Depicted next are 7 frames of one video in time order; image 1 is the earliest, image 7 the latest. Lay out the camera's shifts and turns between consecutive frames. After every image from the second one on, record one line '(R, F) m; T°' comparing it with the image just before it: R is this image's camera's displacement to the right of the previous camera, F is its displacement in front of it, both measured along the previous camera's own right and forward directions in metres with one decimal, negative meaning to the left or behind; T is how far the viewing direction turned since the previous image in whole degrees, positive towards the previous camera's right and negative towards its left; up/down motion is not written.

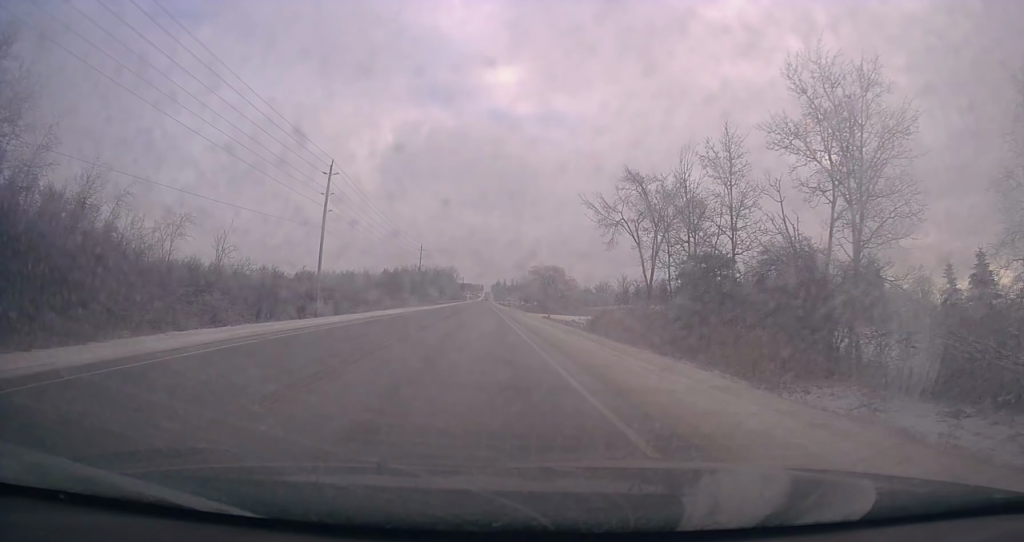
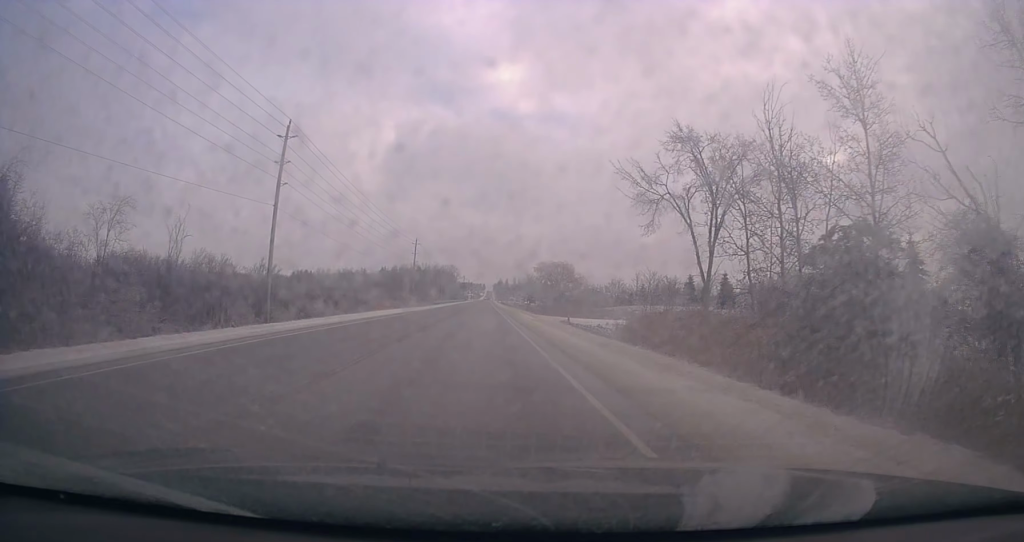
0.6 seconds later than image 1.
(-0.2, +13.5) m; -1°
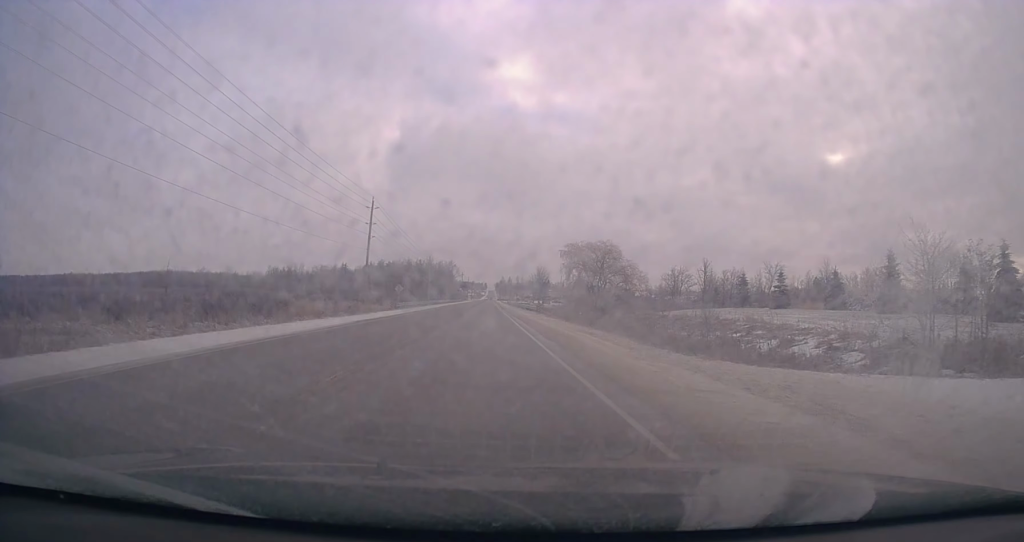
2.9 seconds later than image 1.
(+1.0, +46.6) m; +1°
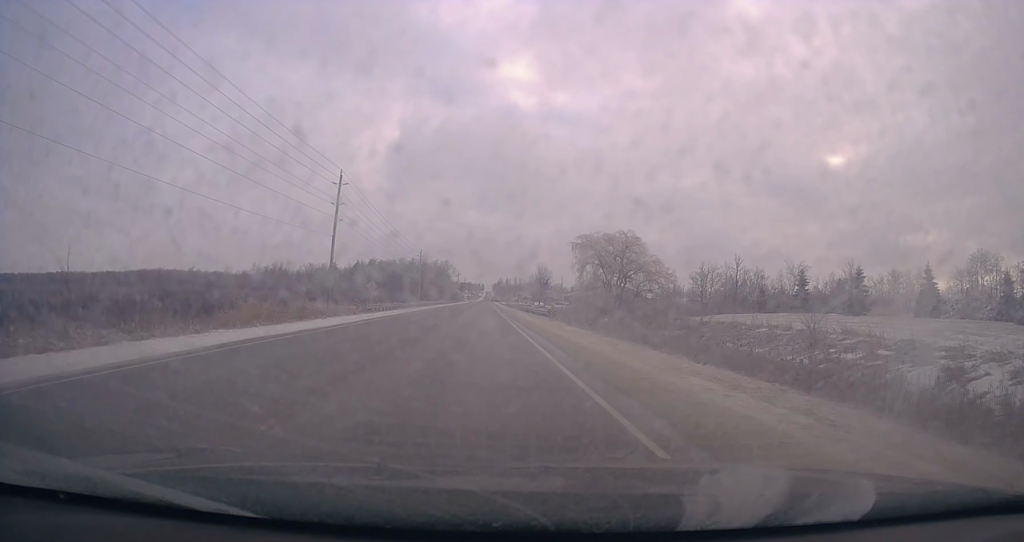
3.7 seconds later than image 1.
(-0.5, +15.6) m; 0°
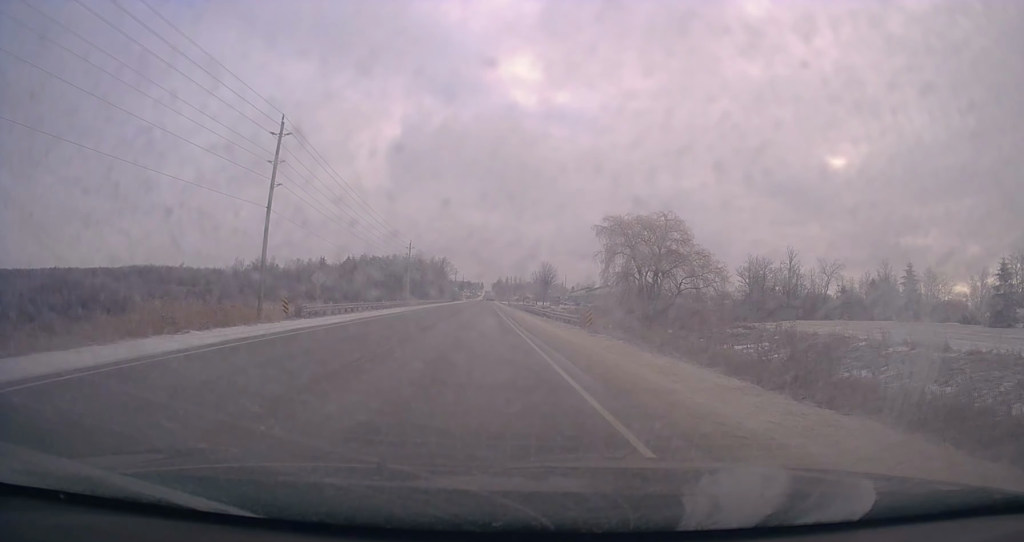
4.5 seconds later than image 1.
(+0.6, +17.4) m; 0°
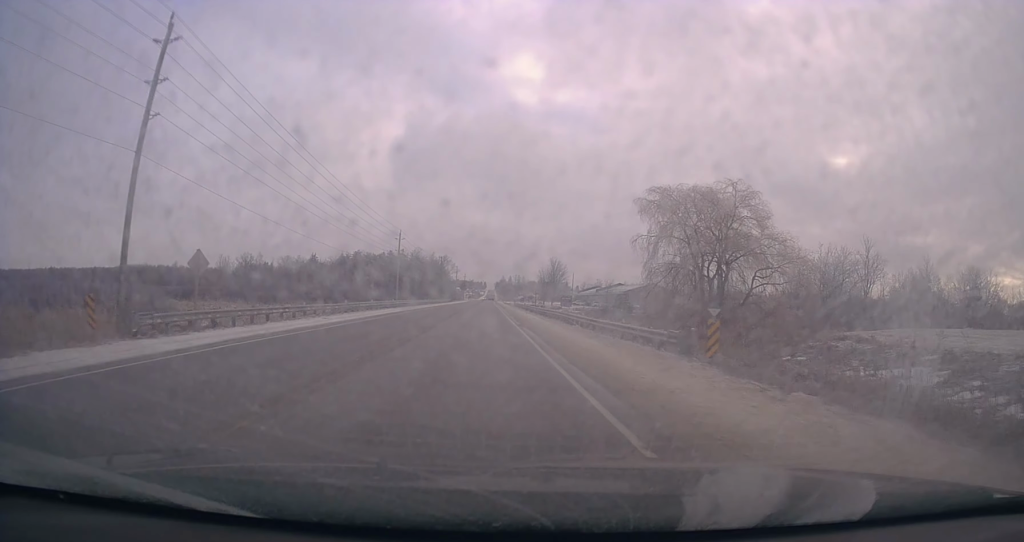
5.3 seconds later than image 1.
(-0.3, +16.4) m; 0°
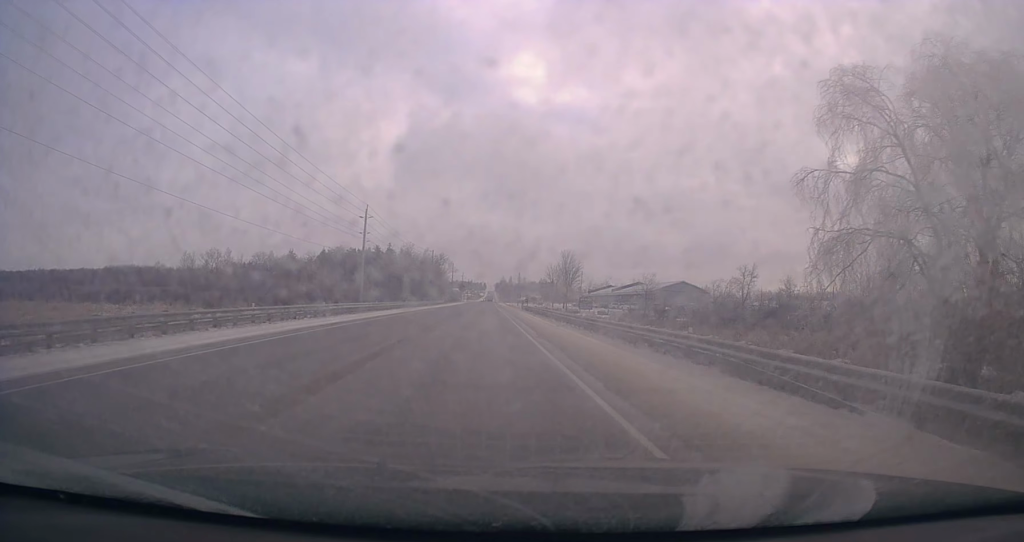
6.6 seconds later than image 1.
(+0.3, +26.8) m; 0°
